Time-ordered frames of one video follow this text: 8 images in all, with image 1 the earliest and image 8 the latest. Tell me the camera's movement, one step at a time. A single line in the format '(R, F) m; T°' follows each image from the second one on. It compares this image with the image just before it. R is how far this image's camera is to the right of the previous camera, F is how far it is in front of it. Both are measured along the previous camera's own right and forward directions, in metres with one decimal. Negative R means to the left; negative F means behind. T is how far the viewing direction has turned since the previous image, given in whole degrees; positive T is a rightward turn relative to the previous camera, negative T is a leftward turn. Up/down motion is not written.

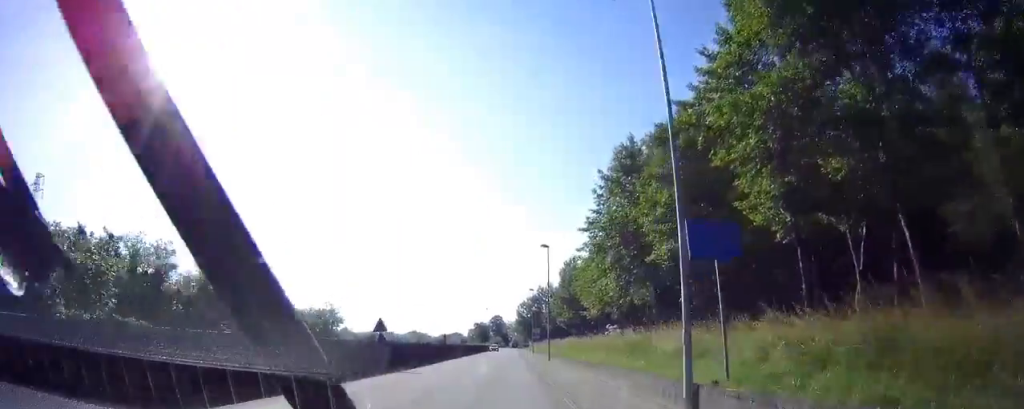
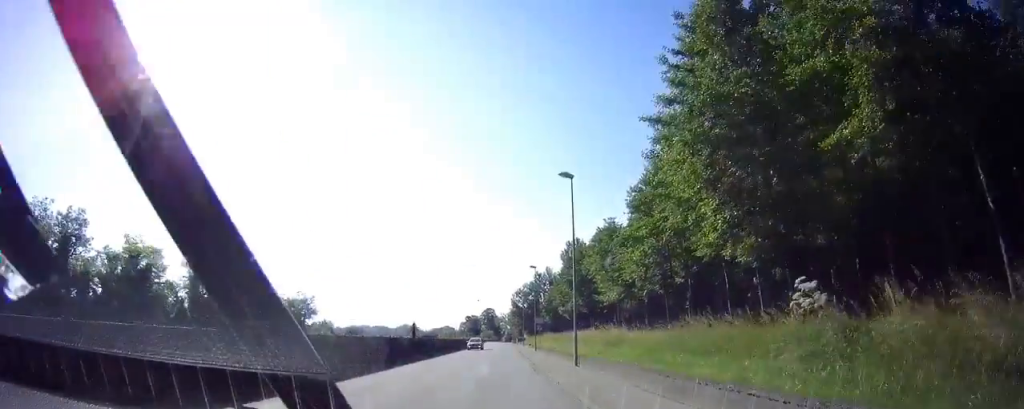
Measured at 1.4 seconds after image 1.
(+0.3, +16.1) m; +2°
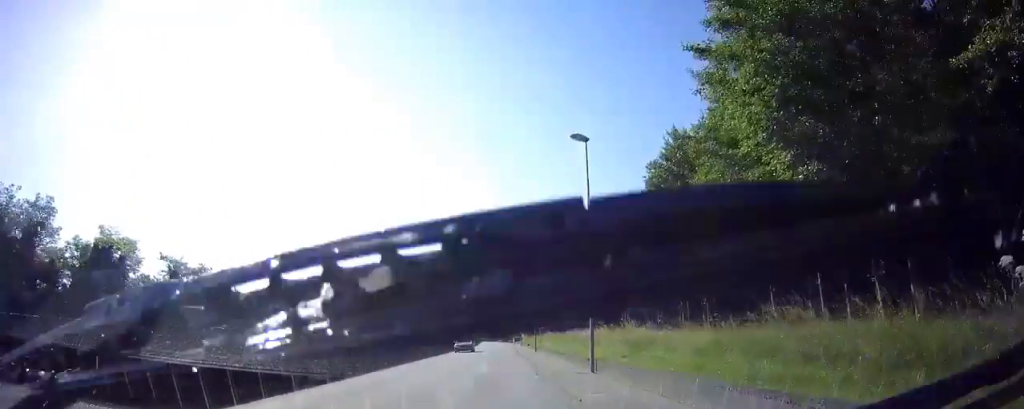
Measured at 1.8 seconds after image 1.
(+0.1, +5.5) m; -1°
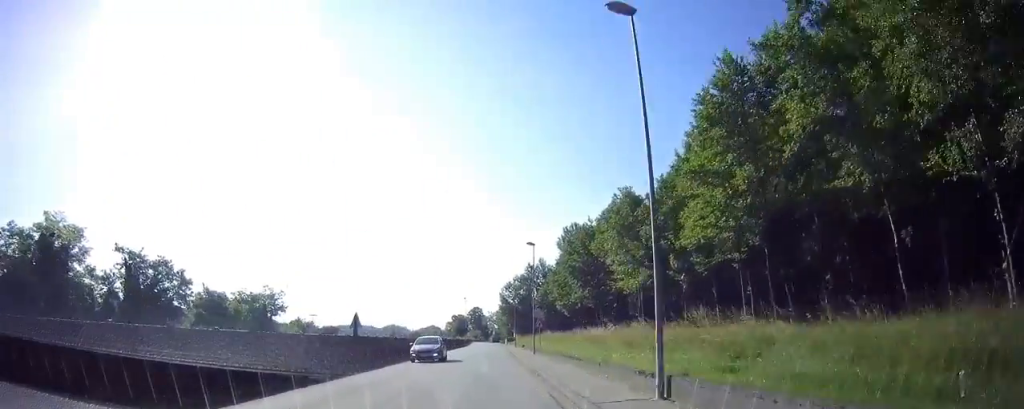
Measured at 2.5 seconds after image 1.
(+0.2, +8.5) m; -1°
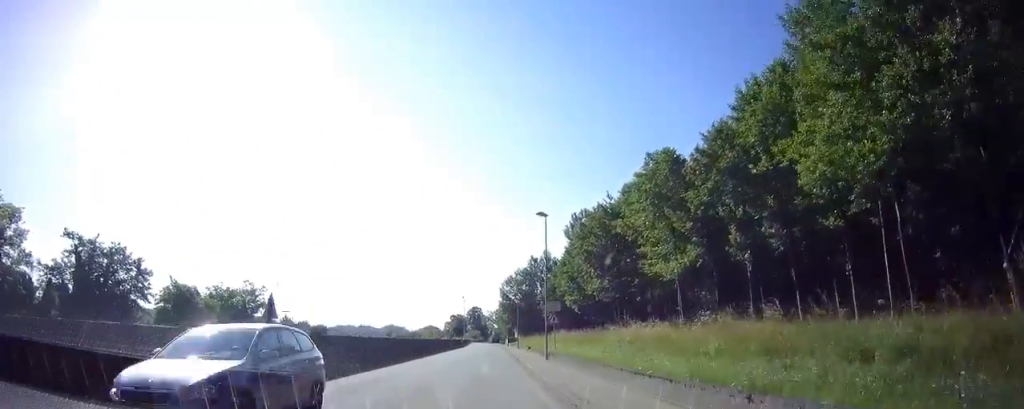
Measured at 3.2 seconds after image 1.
(-0.5, +10.3) m; 0°
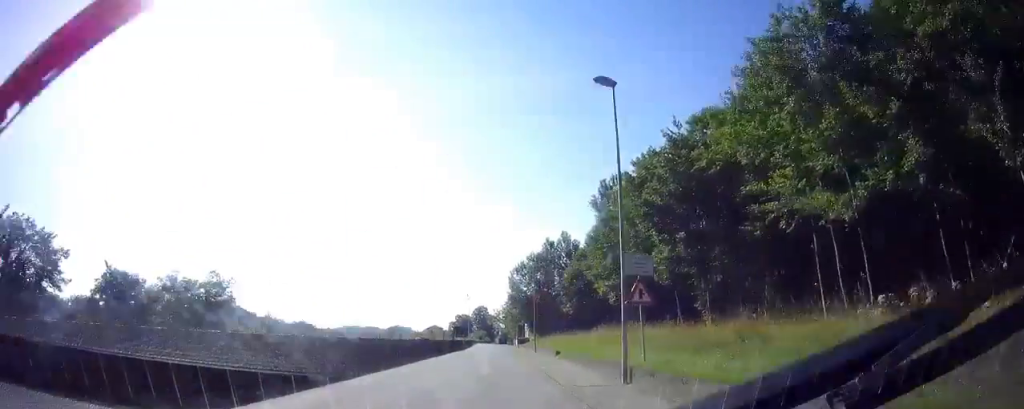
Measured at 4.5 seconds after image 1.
(+0.5, +17.9) m; +2°
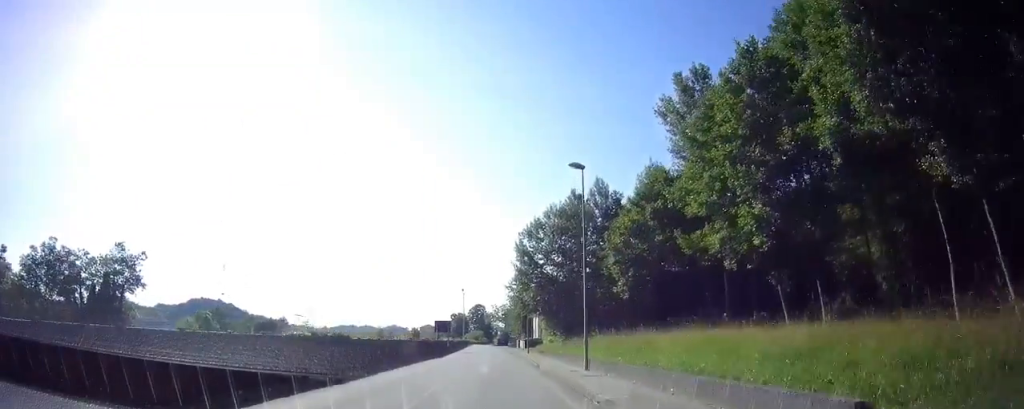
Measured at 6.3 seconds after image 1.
(-0.4, +26.9) m; -1°
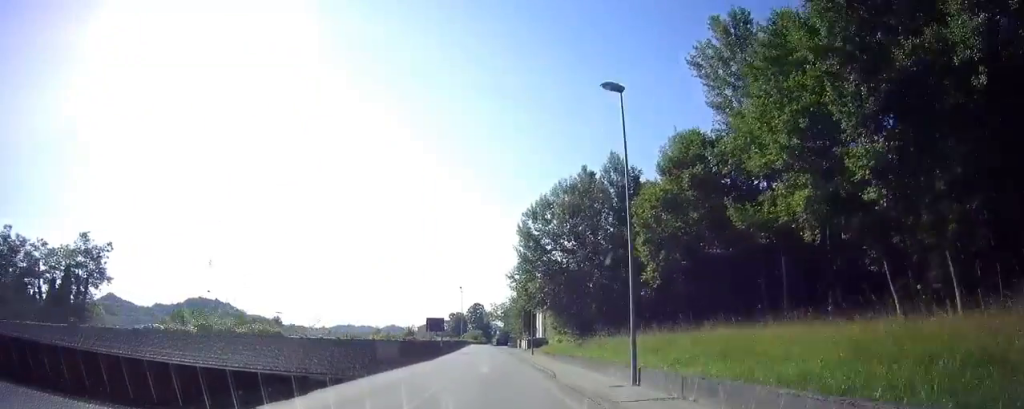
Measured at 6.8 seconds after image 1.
(0.0, +7.1) m; 0°
